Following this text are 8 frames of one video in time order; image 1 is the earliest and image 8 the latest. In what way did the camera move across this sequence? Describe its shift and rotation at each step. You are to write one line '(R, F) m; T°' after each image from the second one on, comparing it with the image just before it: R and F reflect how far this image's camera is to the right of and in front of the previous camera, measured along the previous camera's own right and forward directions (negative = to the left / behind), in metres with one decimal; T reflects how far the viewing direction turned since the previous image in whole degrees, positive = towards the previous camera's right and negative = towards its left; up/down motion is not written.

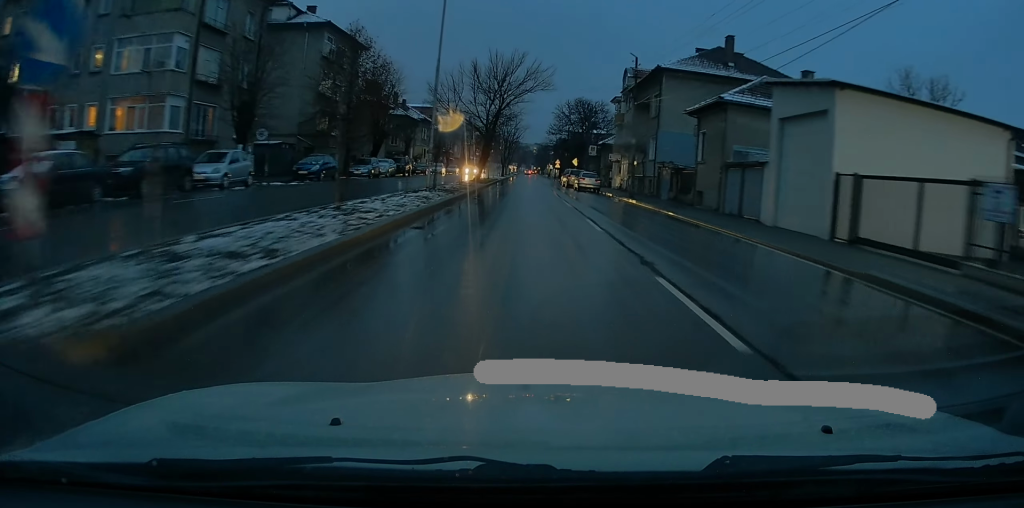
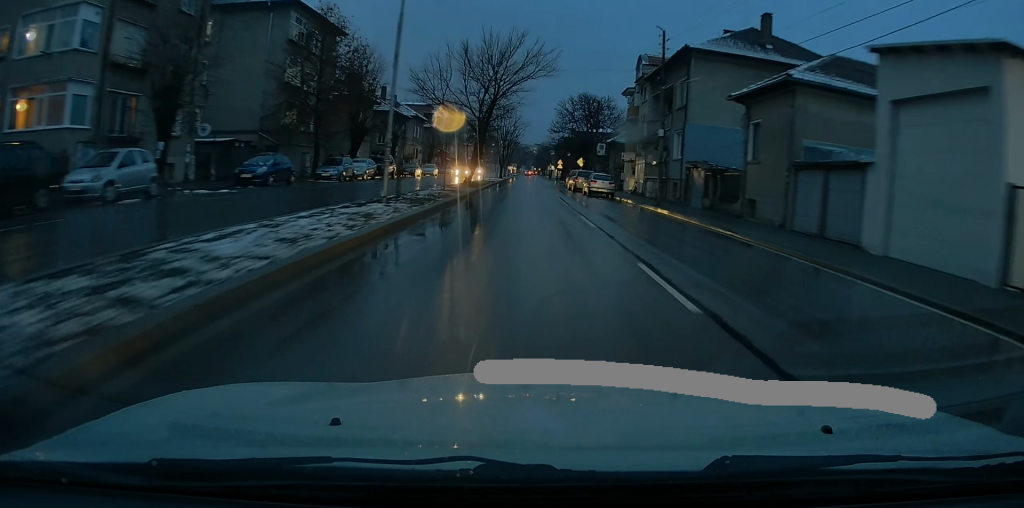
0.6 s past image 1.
(-0.1, +7.5) m; 0°
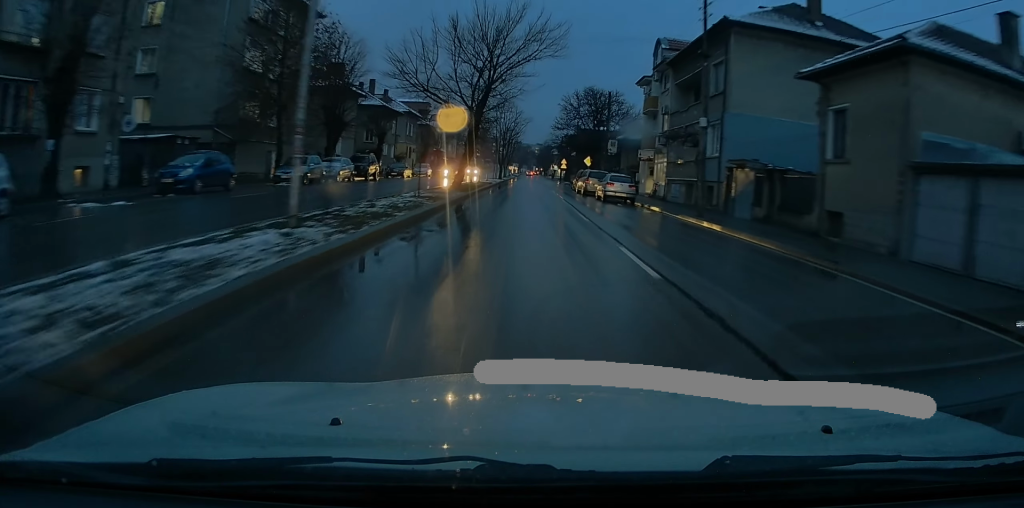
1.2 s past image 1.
(0.0, +6.9) m; 0°
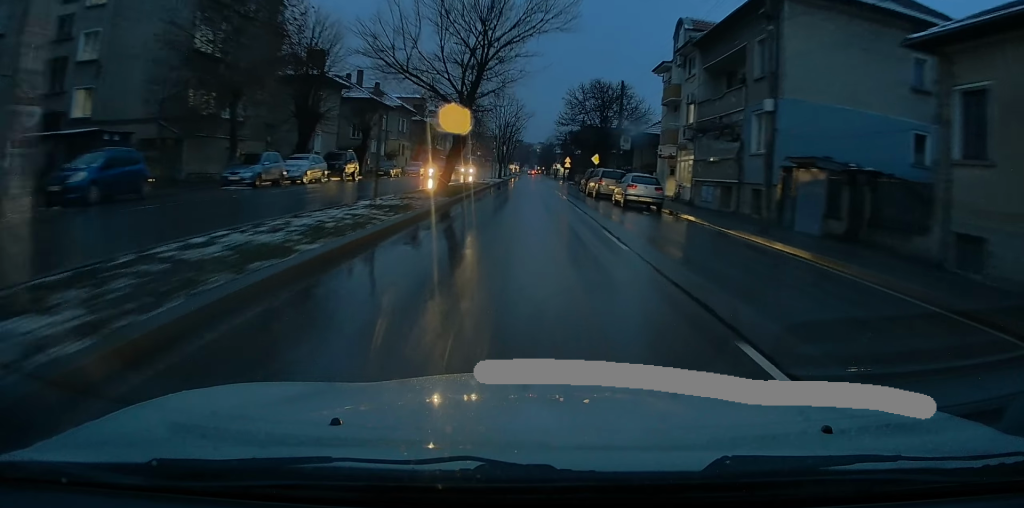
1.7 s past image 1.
(+0.1, +6.2) m; 0°
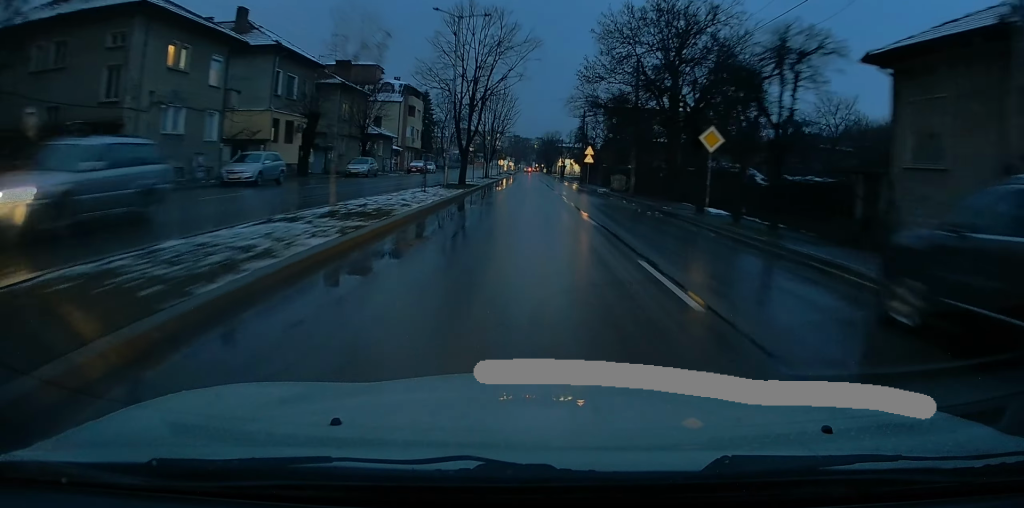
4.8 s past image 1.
(-0.2, +39.8) m; 0°
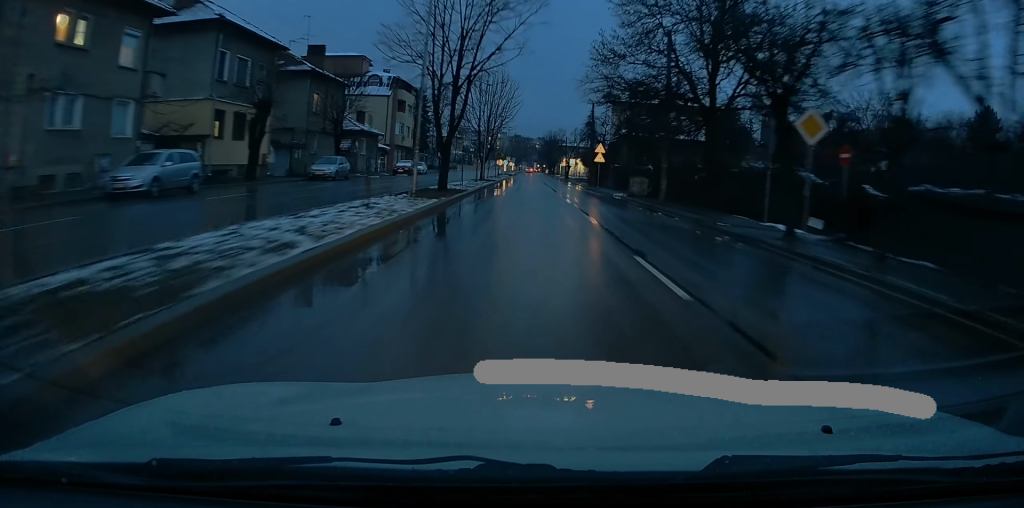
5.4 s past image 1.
(-0.1, +8.4) m; -1°
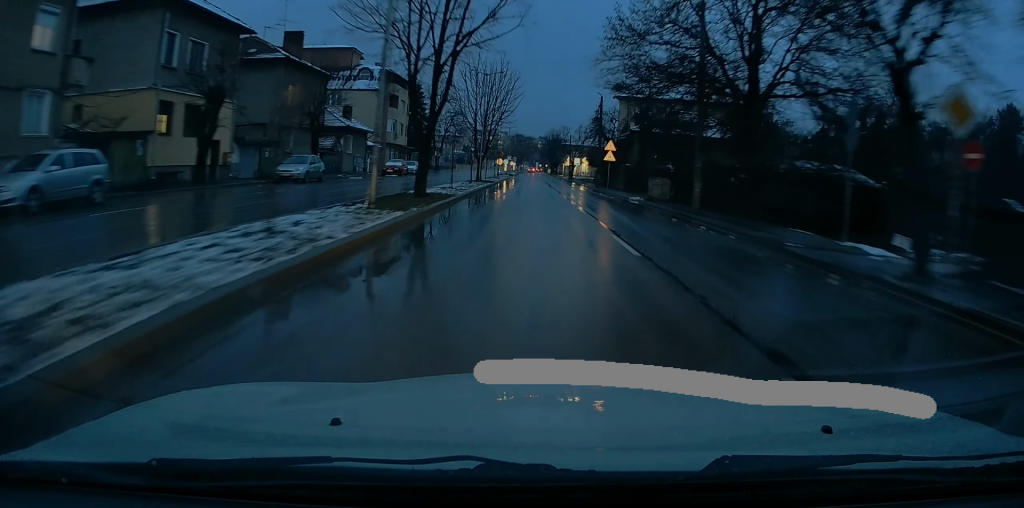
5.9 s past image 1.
(0.0, +5.7) m; -1°
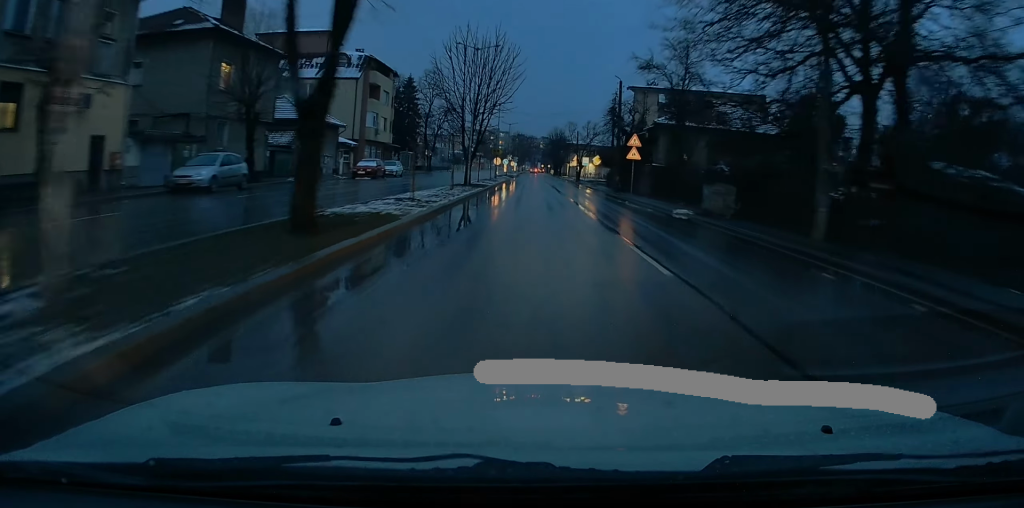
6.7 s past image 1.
(-0.2, +10.6) m; 0°
